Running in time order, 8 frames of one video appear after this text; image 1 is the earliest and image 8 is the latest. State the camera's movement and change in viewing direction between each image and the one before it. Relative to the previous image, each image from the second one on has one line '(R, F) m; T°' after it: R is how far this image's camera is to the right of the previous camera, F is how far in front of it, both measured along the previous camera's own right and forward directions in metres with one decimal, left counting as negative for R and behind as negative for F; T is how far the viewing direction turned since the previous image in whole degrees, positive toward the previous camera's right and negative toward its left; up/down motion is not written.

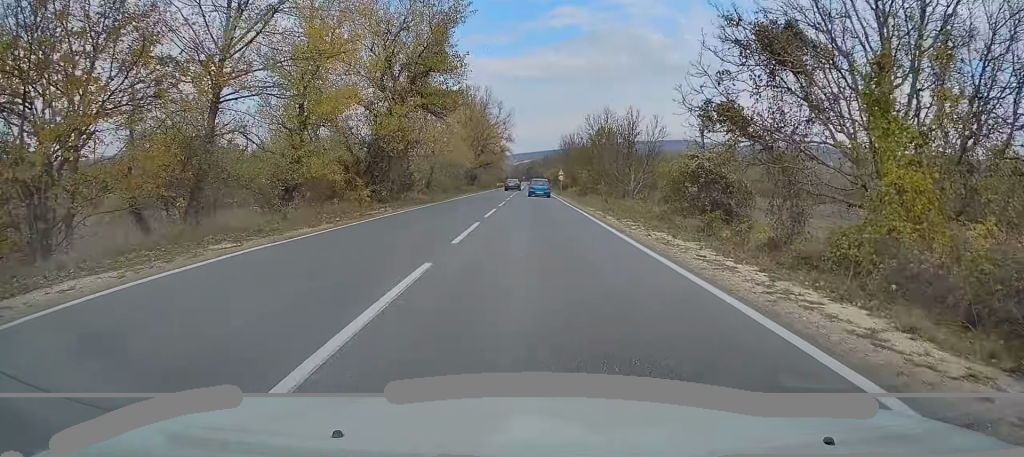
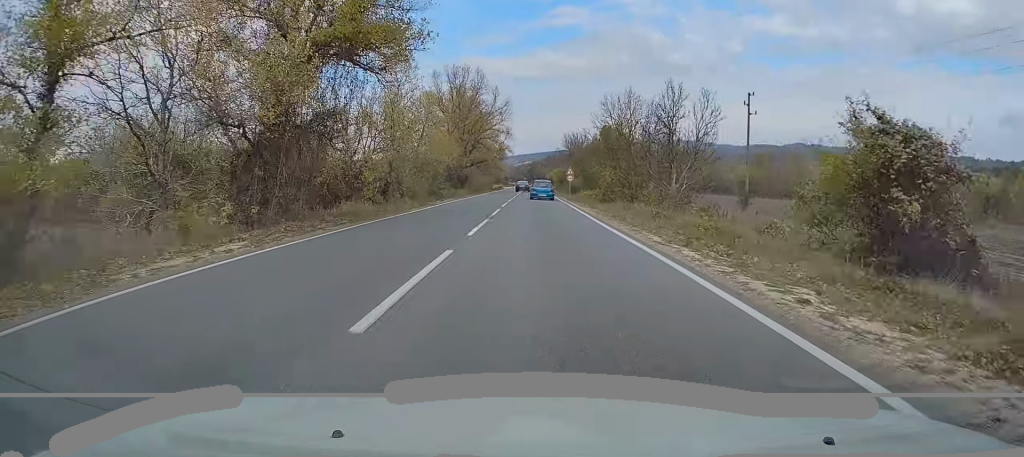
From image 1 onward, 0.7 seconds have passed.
(+0.2, +16.0) m; 0°
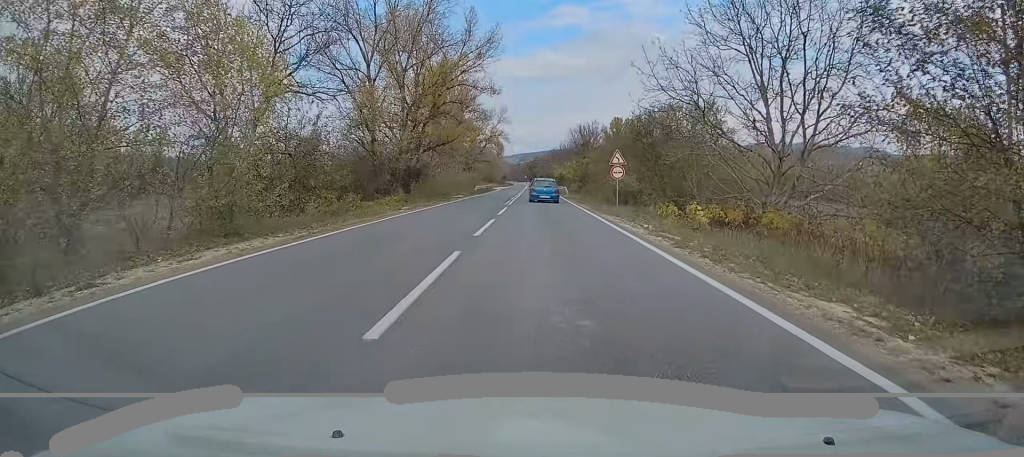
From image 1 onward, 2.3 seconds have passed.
(-0.1, +36.3) m; 0°
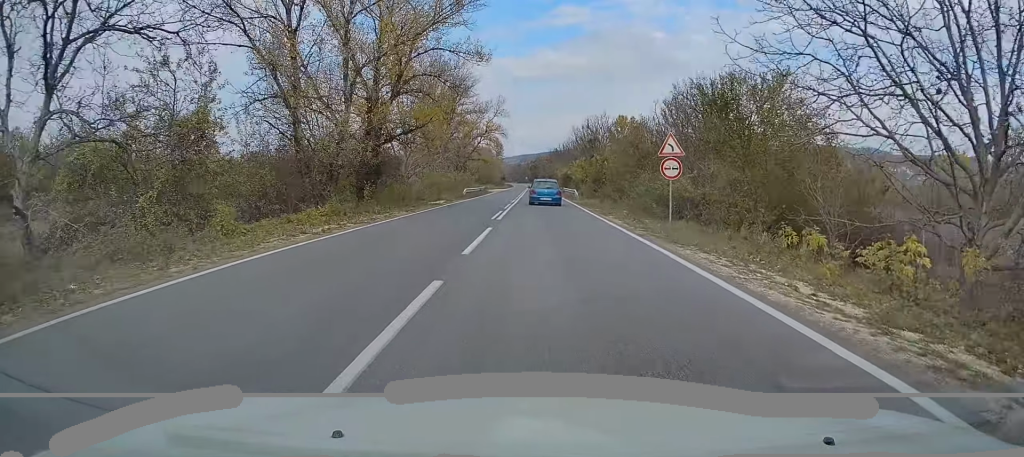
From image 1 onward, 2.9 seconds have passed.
(0.0, +12.4) m; 0°
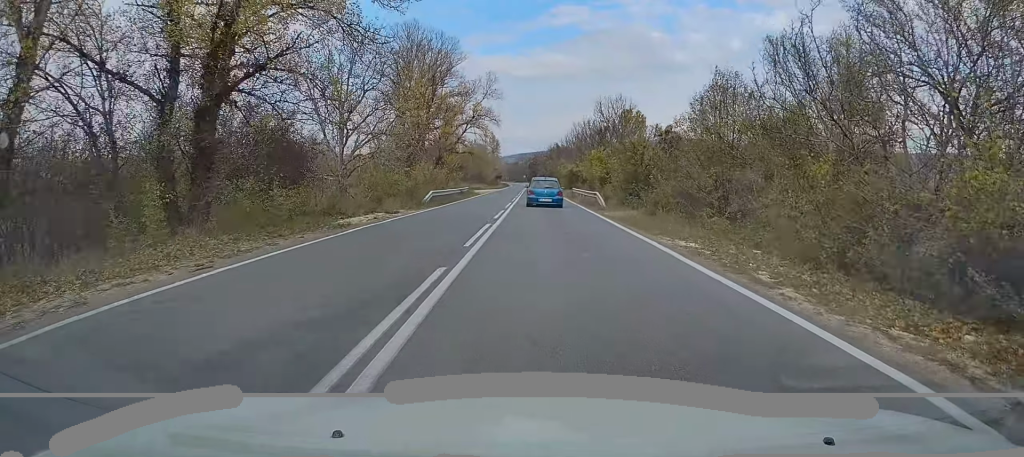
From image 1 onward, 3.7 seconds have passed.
(-0.1, +18.1) m; 0°
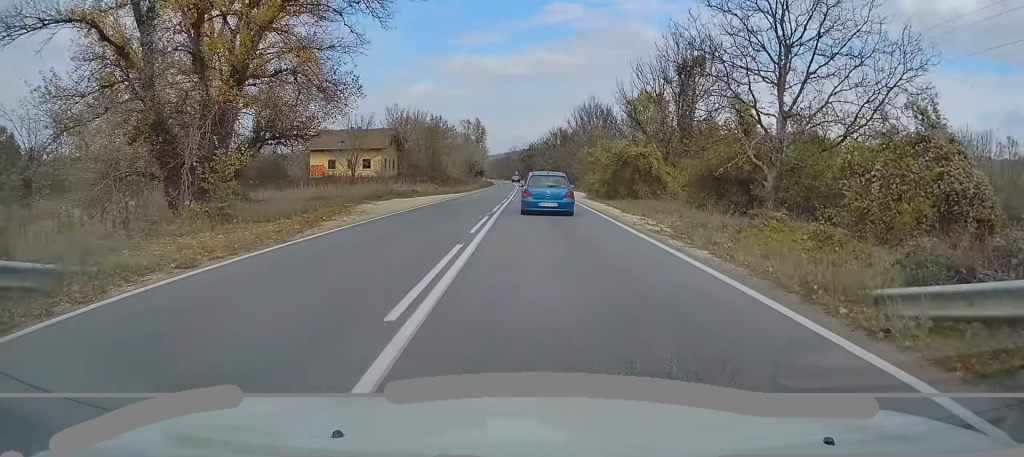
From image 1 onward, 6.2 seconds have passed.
(0.0, +51.7) m; 0°
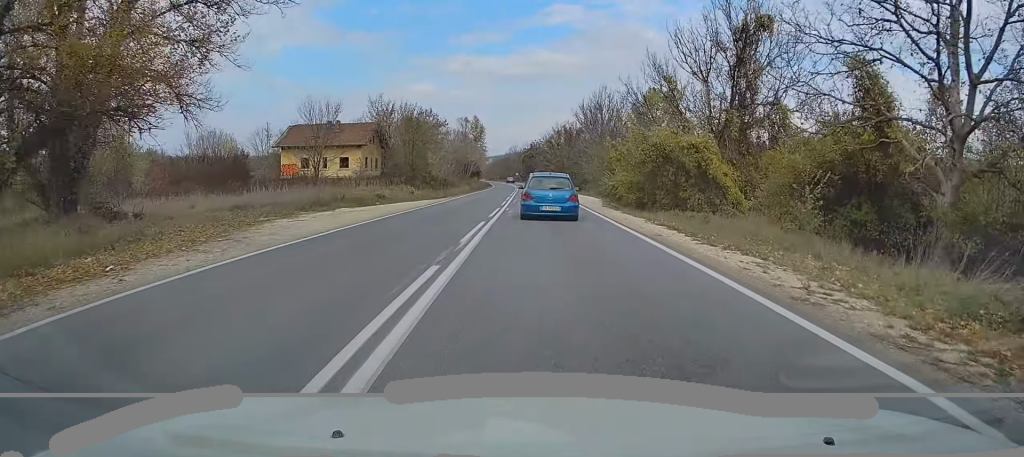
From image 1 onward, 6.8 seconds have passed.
(-0.1, +11.6) m; 0°
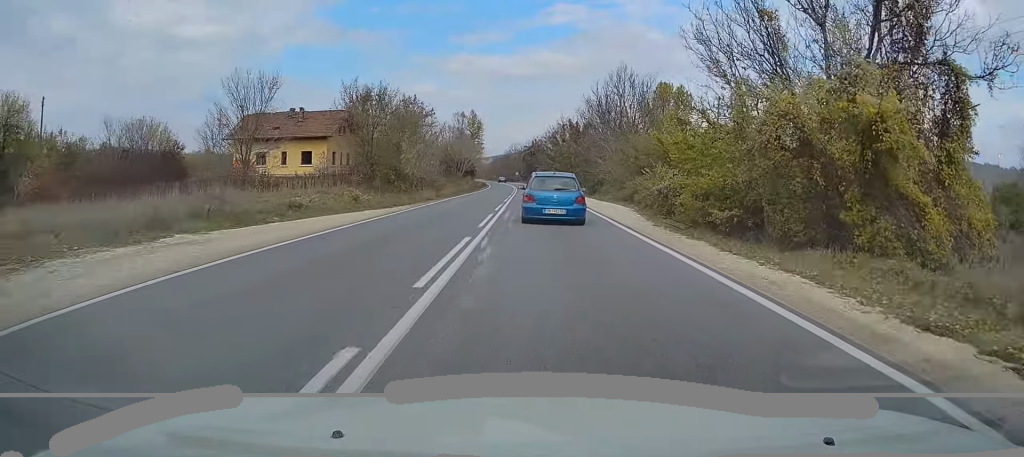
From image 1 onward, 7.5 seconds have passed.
(+0.2, +13.8) m; 0°
